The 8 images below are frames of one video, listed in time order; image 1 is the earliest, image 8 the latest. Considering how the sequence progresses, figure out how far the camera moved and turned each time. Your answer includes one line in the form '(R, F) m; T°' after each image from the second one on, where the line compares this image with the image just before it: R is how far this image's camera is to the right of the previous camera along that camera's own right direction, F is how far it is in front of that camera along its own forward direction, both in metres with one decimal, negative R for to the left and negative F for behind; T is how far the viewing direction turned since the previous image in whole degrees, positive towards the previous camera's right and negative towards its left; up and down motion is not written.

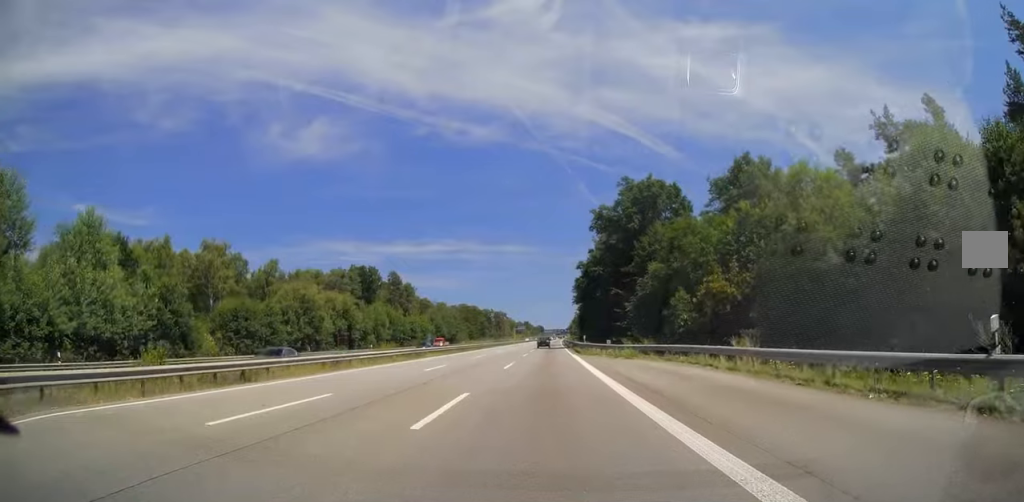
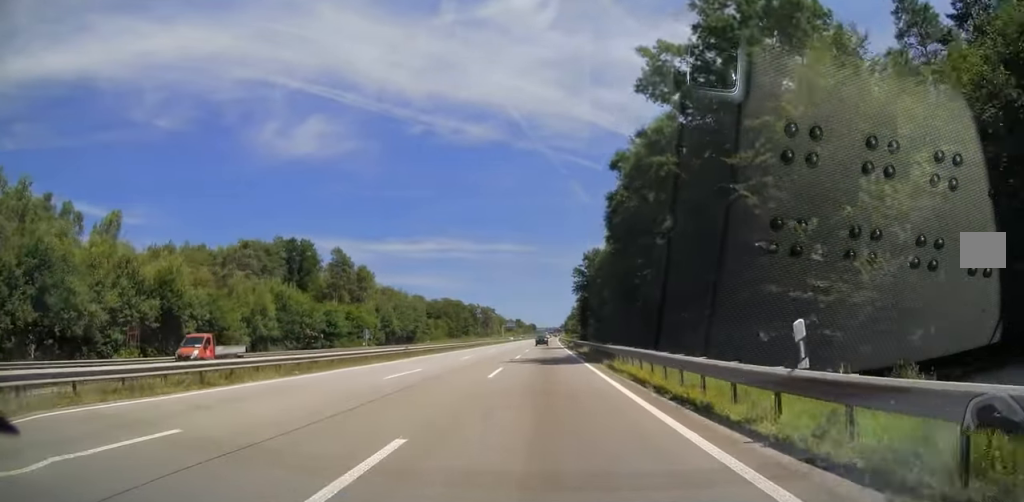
(0.0, +42.9) m; 0°
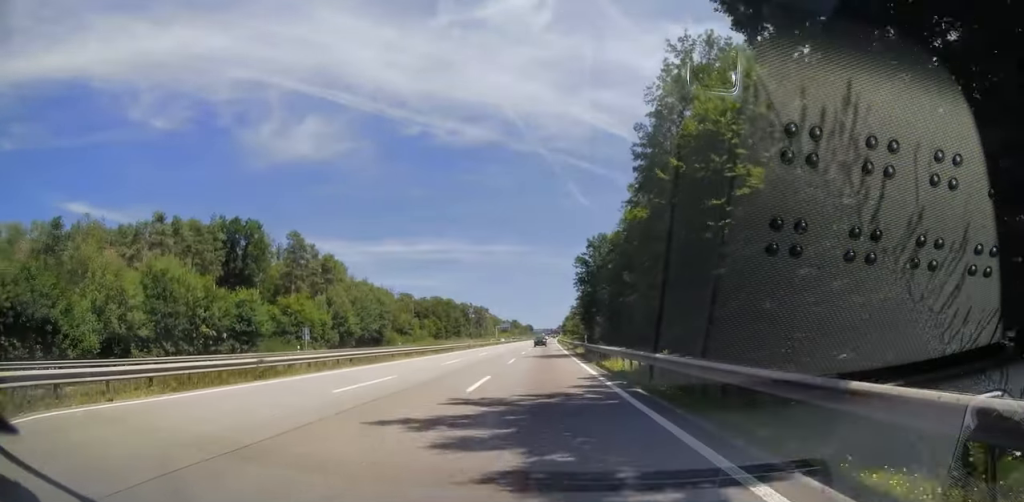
(0.0, +22.7) m; 0°
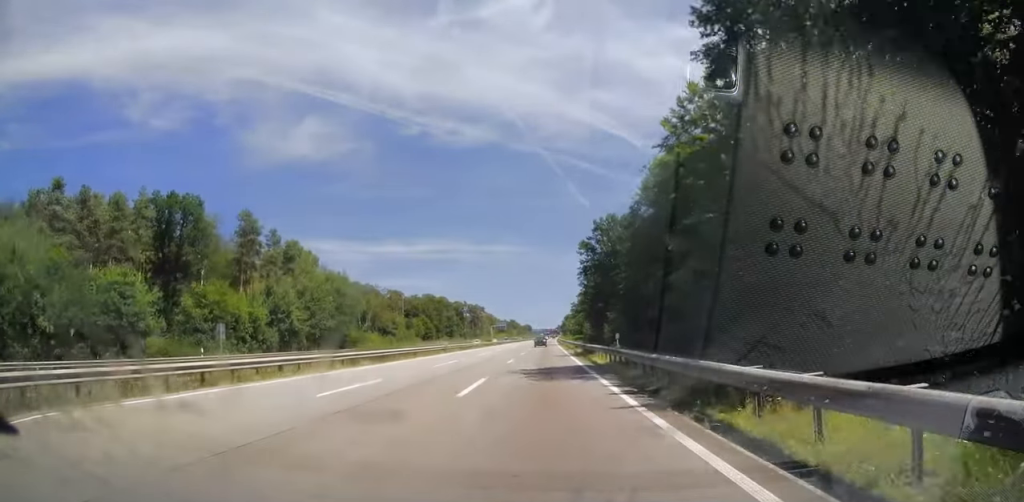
(0.0, +19.3) m; 0°
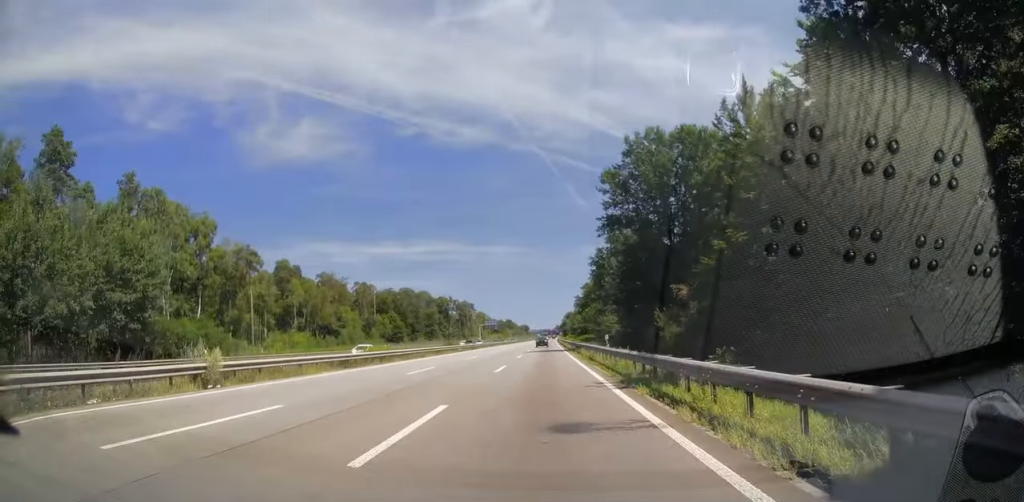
(+0.5, +43.9) m; +1°
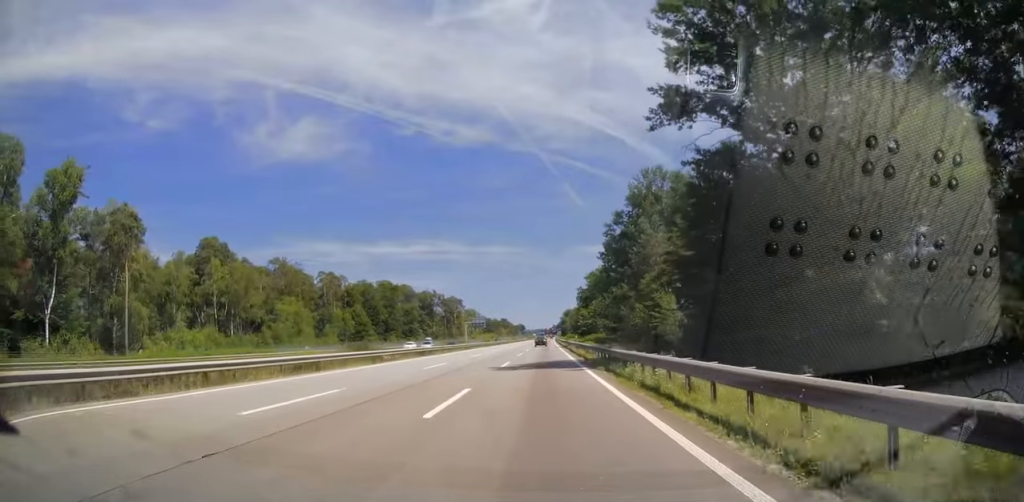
(+0.1, +32.0) m; 0°
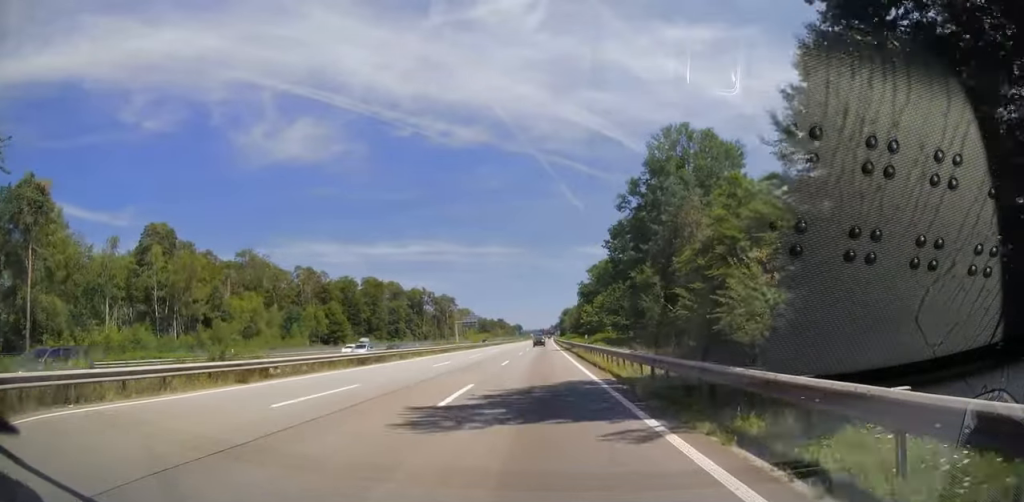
(0.0, +16.2) m; 0°
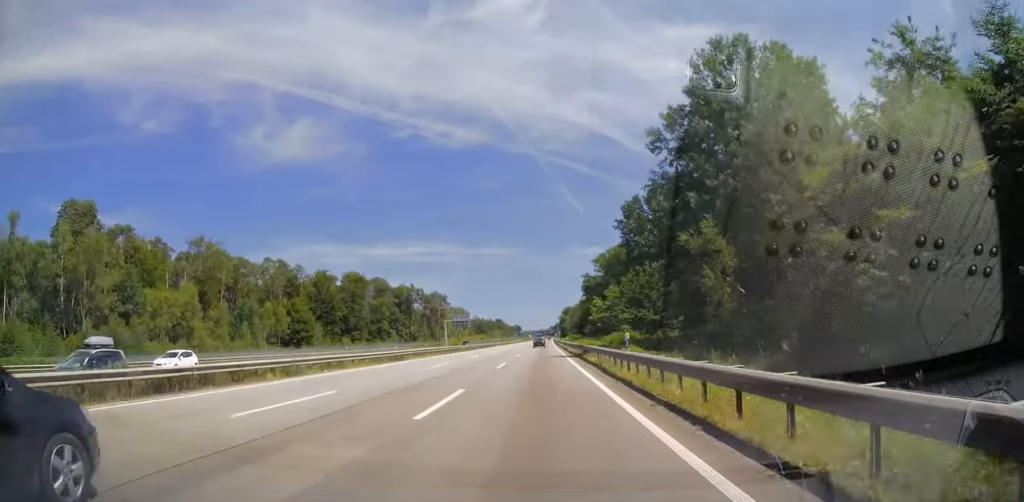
(0.0, +19.6) m; 0°
